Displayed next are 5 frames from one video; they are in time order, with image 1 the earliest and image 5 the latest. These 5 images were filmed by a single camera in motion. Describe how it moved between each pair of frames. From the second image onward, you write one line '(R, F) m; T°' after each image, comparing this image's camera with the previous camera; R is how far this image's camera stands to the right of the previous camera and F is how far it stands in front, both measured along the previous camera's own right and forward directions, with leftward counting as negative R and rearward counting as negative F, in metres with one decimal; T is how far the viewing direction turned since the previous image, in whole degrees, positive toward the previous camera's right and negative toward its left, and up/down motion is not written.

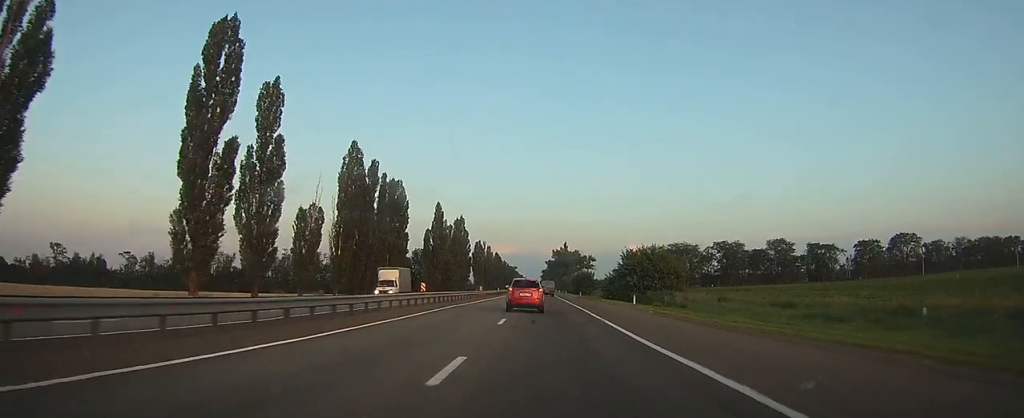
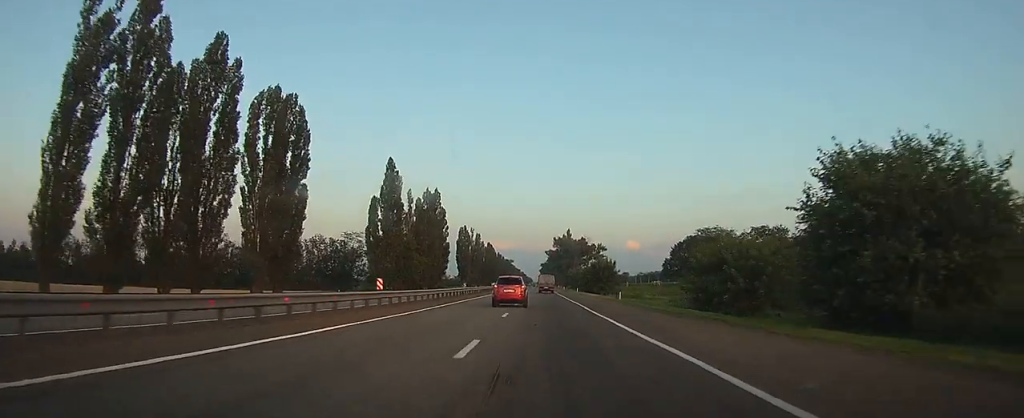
(-0.1, +45.4) m; 0°
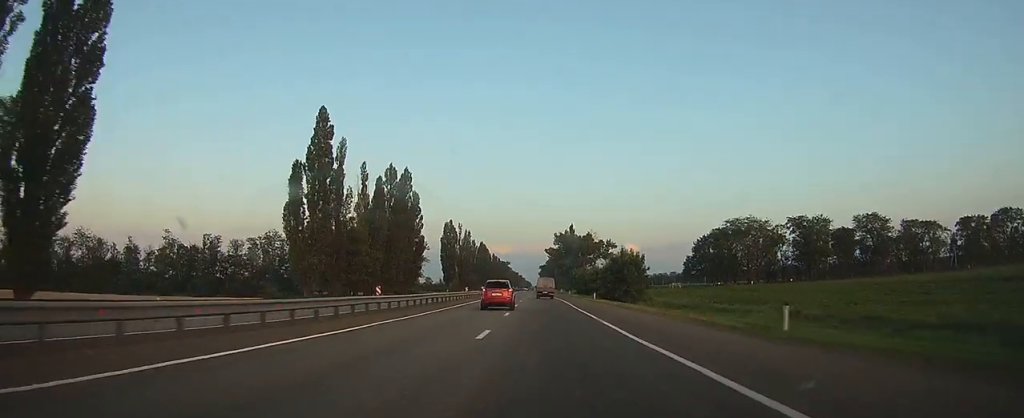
(0.0, +31.0) m; 0°
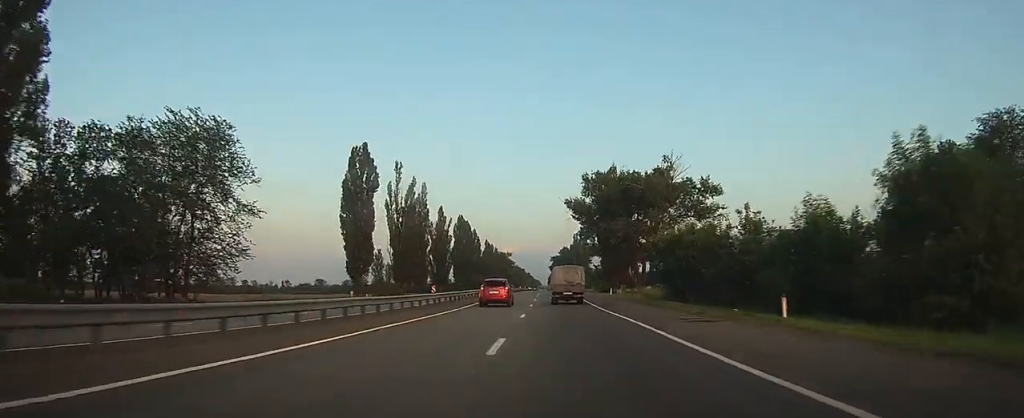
(-0.2, +98.1) m; 0°
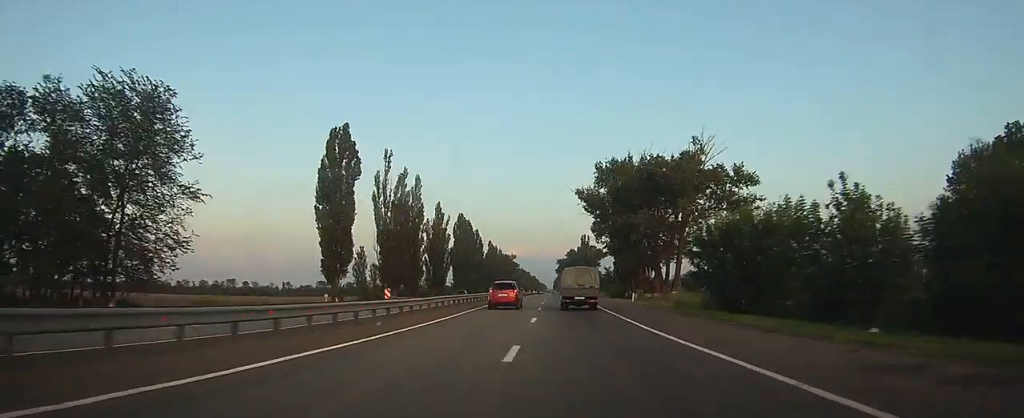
(0.0, +12.0) m; 0°
